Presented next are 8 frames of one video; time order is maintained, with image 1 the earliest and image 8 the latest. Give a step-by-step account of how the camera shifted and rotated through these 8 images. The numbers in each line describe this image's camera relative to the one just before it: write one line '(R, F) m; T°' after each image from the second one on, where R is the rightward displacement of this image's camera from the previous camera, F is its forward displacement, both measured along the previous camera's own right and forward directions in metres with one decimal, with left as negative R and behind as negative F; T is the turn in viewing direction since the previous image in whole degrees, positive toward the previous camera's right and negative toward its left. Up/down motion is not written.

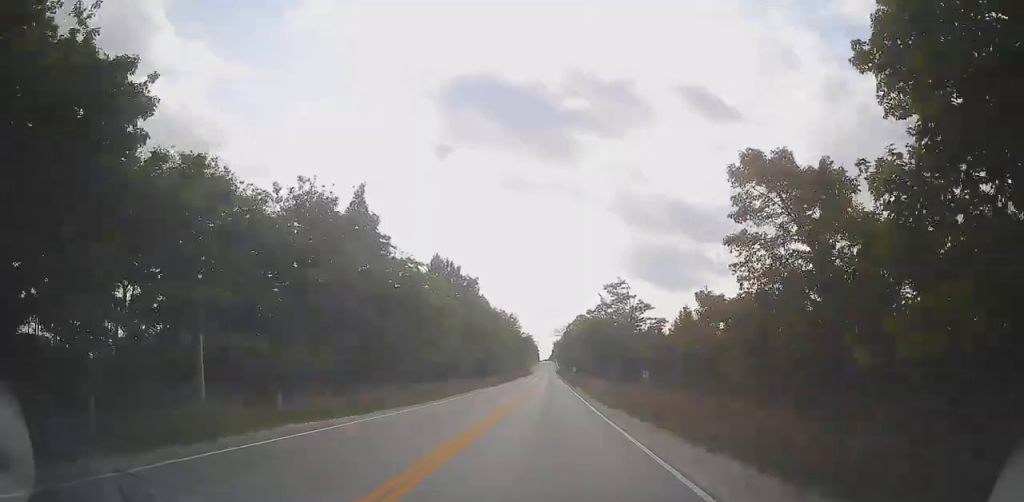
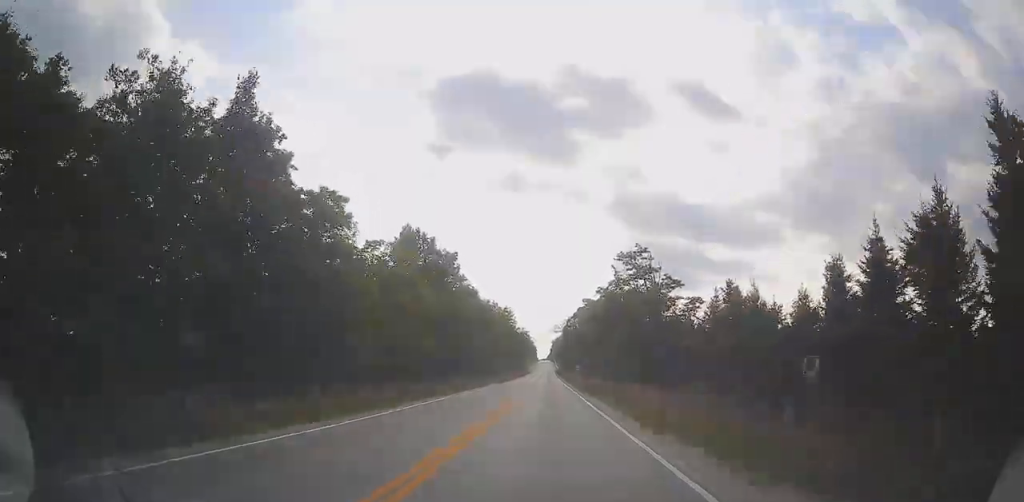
(-0.6, +13.7) m; -1°
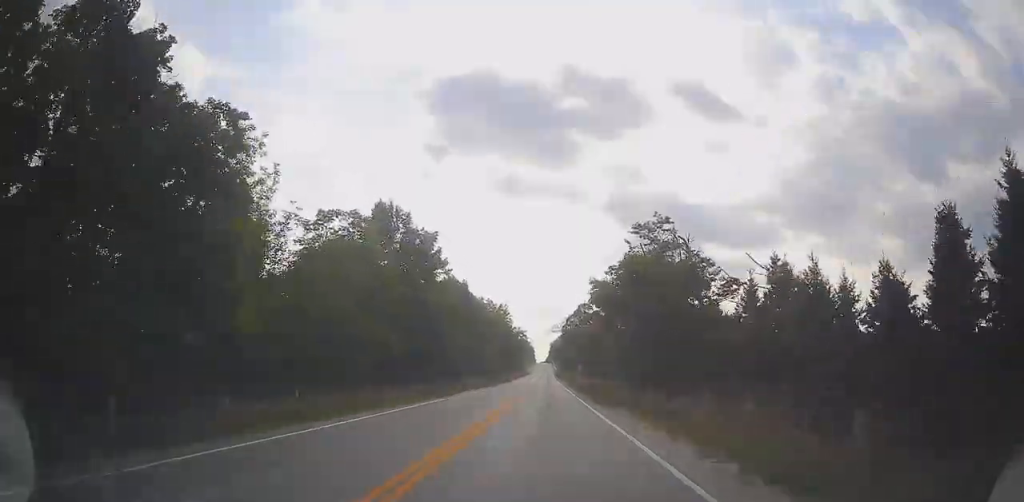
(+0.3, +9.1) m; +1°
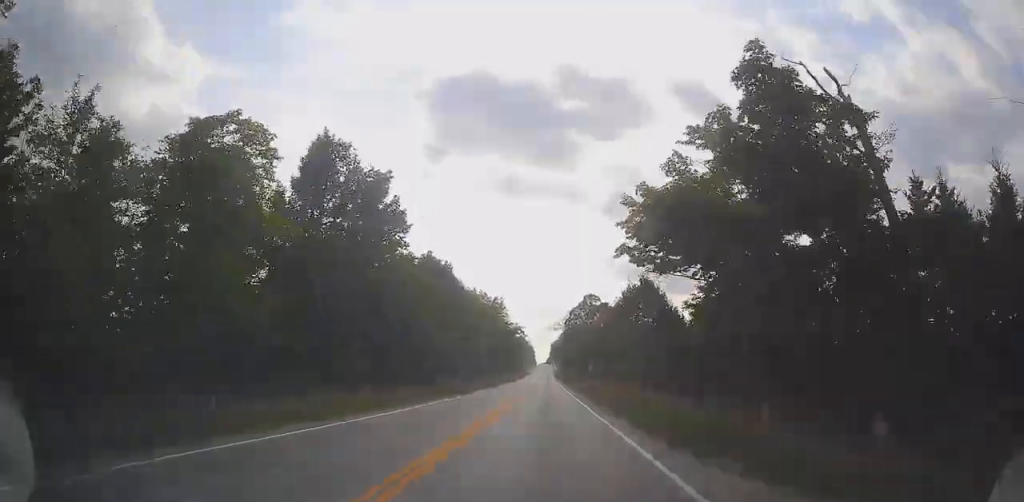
(+0.2, +14.8) m; +1°
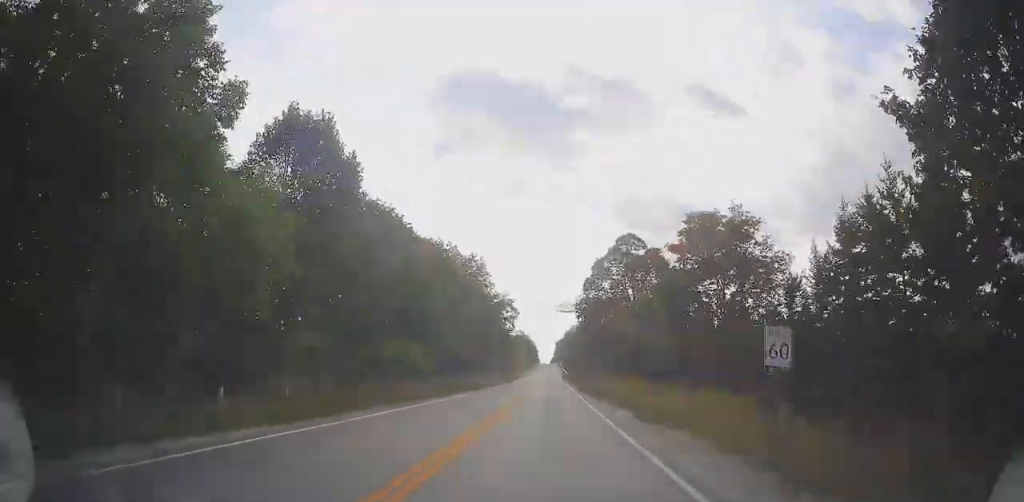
(-0.1, +41.4) m; 0°
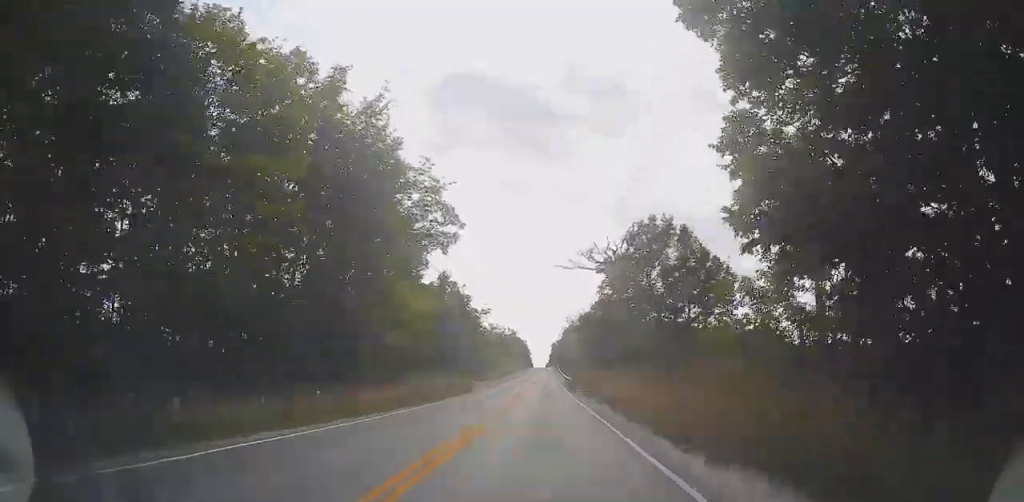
(+0.6, +46.6) m; +2°
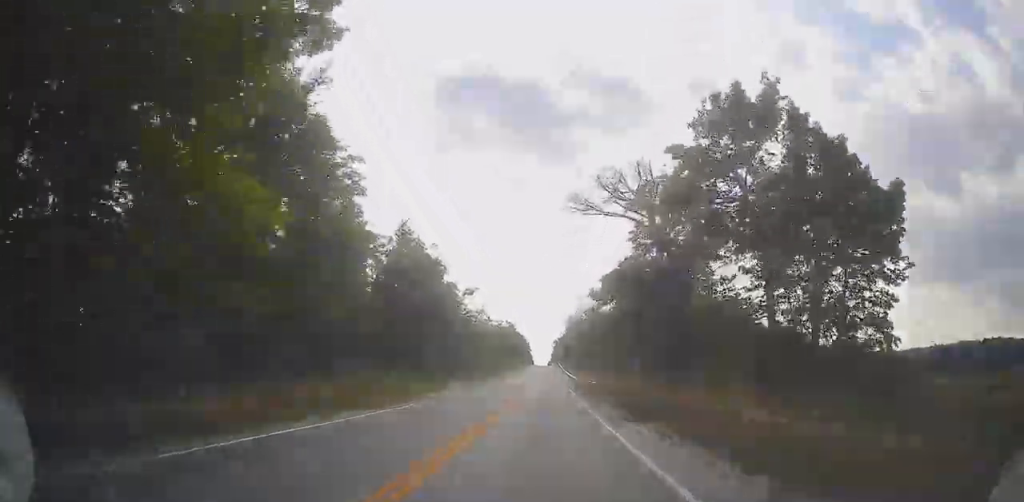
(+0.2, +20.9) m; 0°
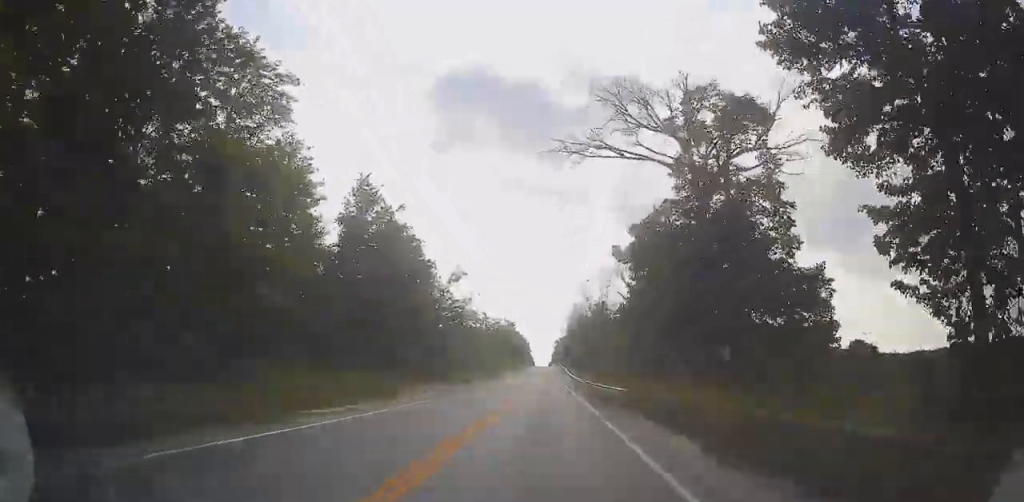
(-0.1, +11.2) m; -1°
